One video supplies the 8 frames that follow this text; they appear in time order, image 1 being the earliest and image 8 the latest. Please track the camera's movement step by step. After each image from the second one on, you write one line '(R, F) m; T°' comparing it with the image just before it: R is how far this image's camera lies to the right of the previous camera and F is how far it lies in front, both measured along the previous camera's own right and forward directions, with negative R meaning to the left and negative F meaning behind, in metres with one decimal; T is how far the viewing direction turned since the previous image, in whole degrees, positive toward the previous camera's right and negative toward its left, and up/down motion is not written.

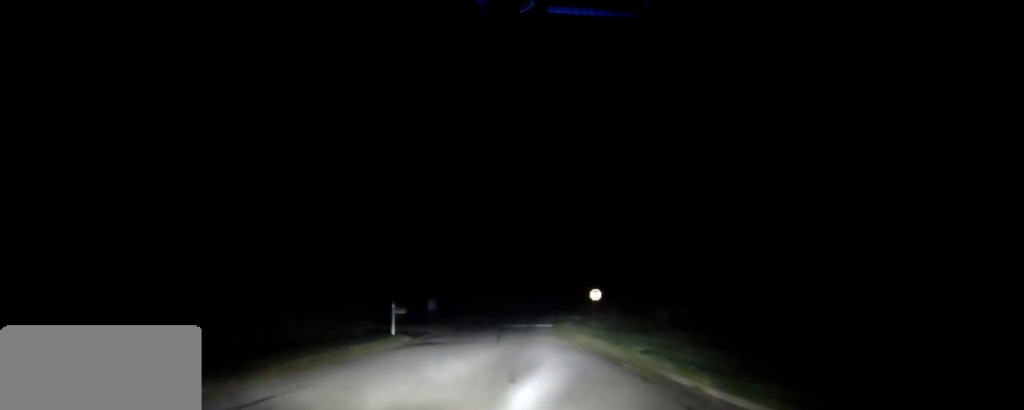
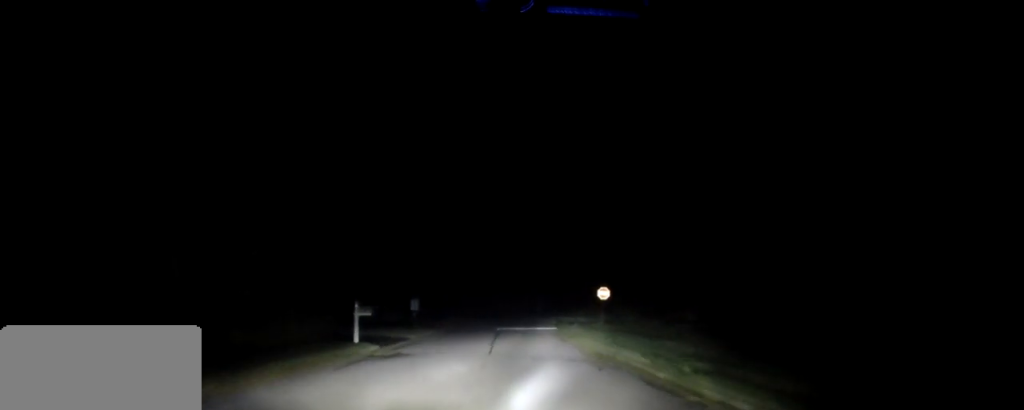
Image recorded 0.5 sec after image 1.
(0.0, +5.2) m; 0°
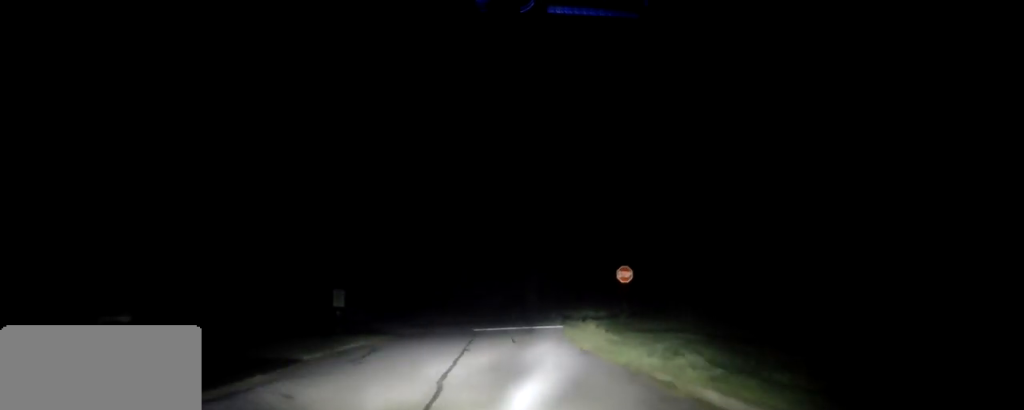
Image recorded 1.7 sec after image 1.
(0.0, +11.6) m; +1°
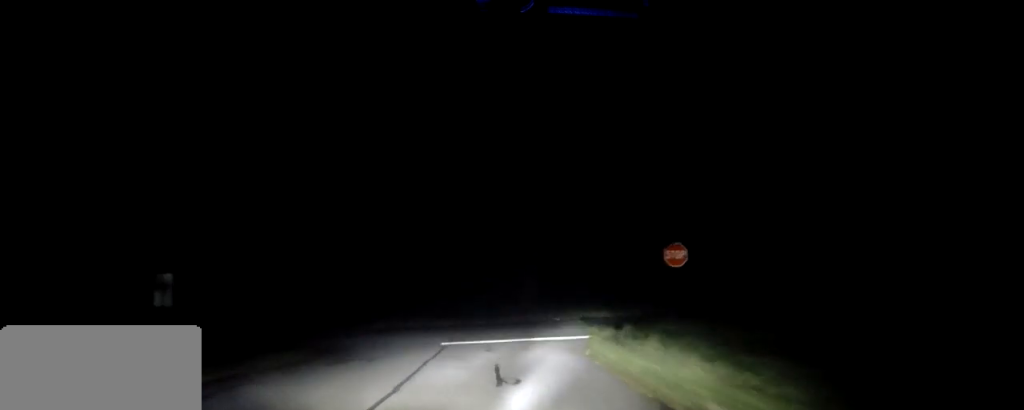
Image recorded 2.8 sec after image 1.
(+0.1, +9.9) m; 0°
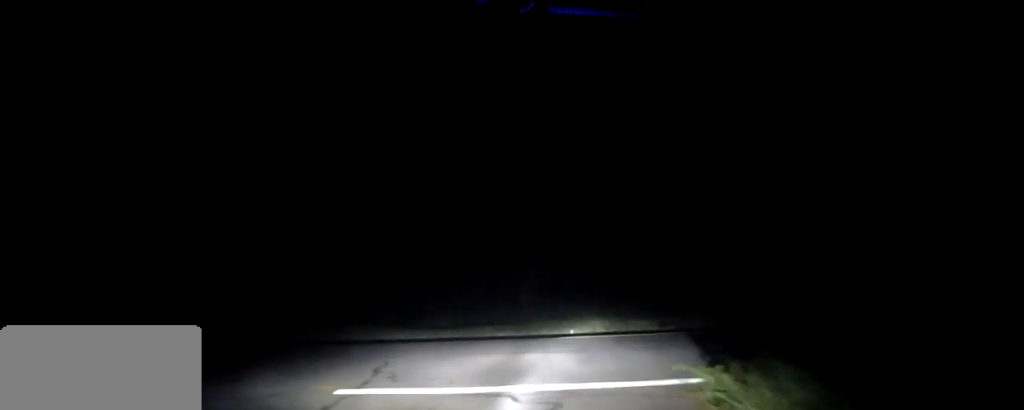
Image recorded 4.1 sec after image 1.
(-0.1, +9.7) m; -2°
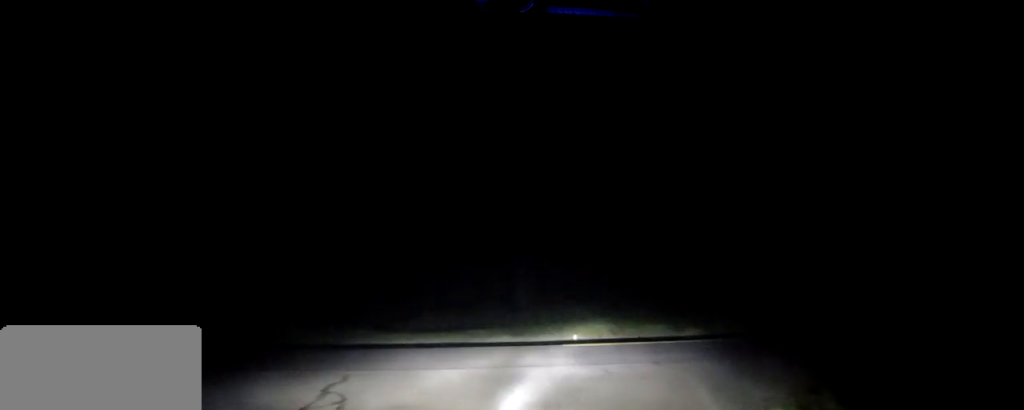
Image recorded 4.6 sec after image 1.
(0.0, +2.5) m; -3°
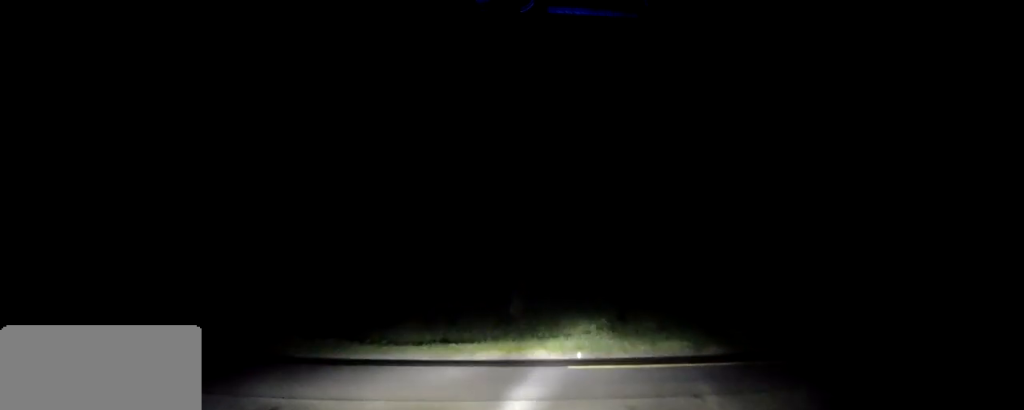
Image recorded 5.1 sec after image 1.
(0.0, +2.3) m; -6°
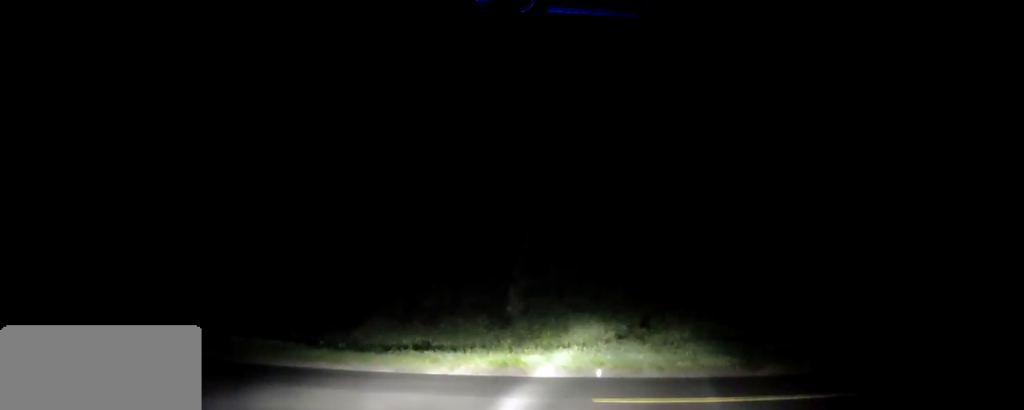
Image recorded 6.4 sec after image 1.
(-0.8, +4.2) m; -23°
